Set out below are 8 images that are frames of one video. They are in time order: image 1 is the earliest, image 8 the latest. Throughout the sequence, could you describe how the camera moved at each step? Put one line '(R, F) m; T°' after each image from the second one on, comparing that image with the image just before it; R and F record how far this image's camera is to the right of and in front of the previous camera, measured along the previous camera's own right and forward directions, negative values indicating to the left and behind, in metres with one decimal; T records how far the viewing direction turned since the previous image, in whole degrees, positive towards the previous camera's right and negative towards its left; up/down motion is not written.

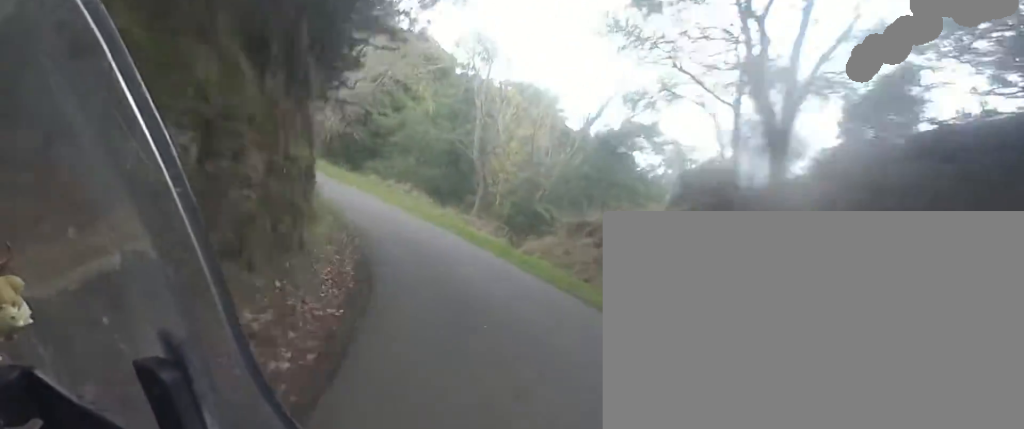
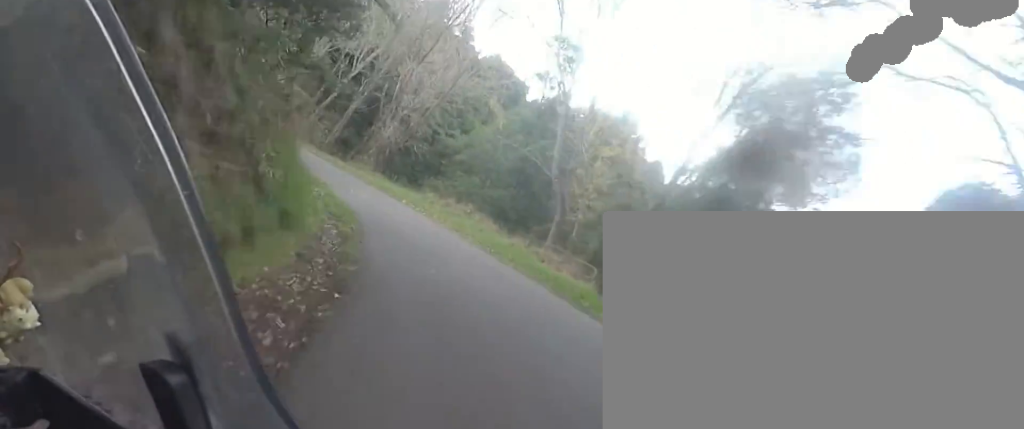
(-0.6, +8.5) m; -8°
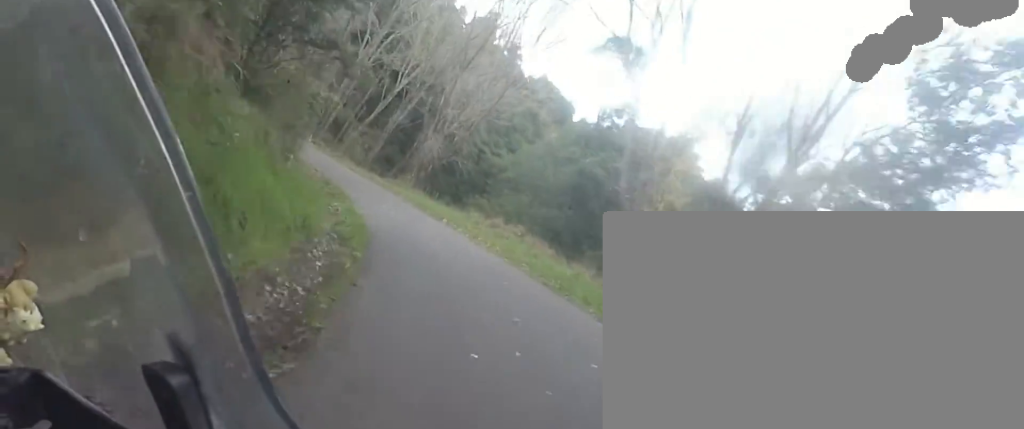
(+0.4, +5.8) m; -5°
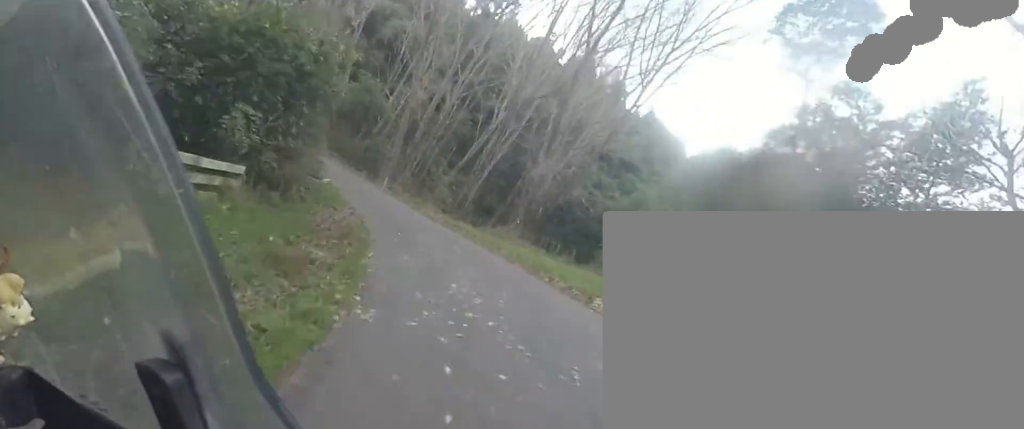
(-2.8, +15.4) m; -20°
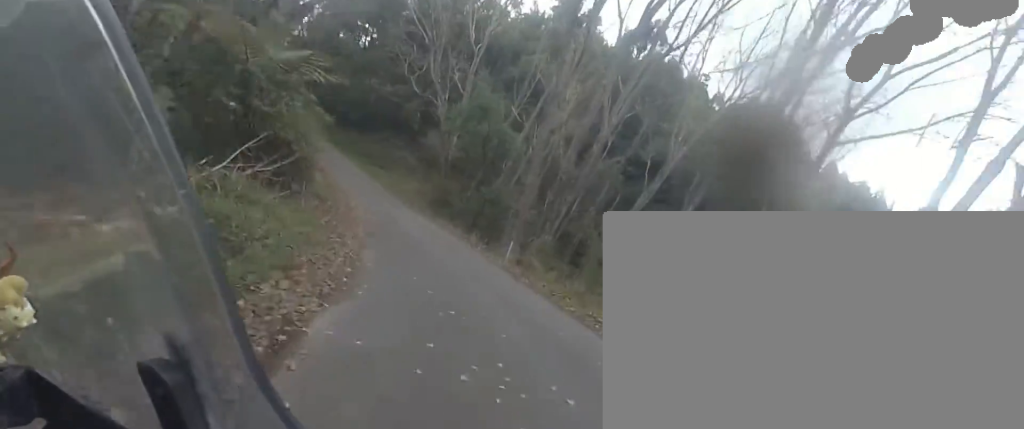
(-3.9, +19.9) m; -16°
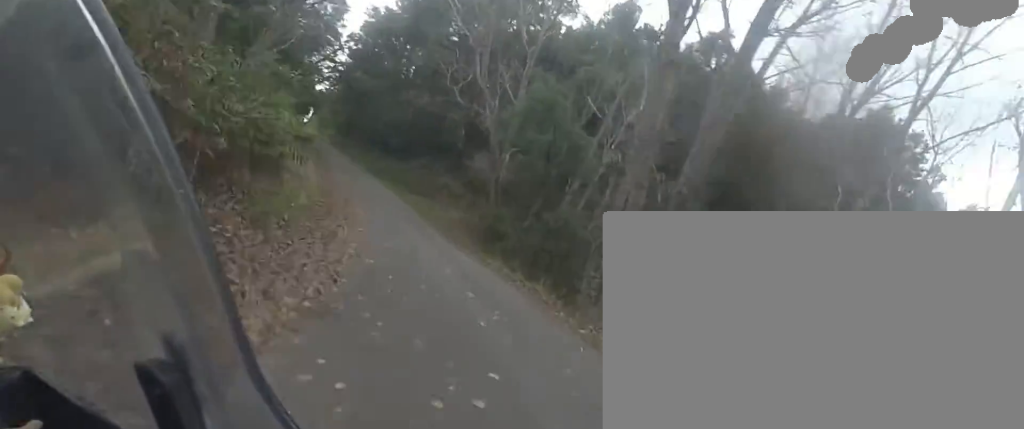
(-0.4, +9.0) m; -4°
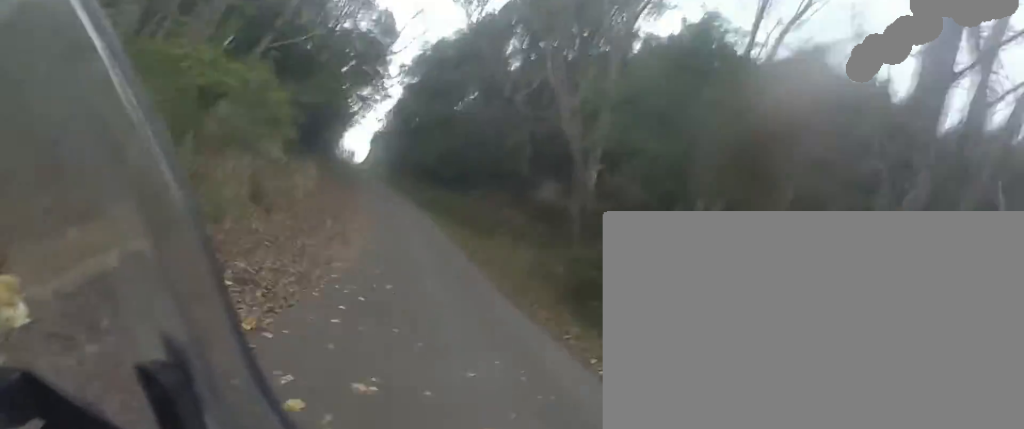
(-0.4, +11.2) m; -7°
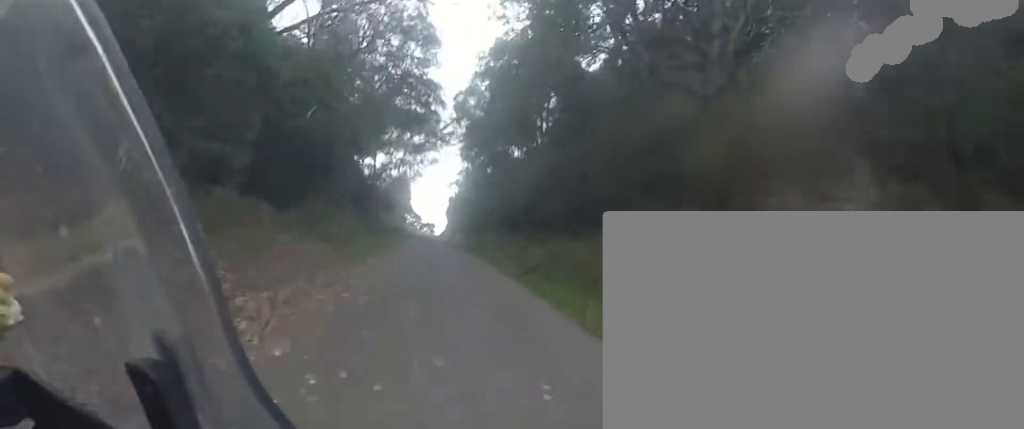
(-3.2, +23.8) m; -9°
